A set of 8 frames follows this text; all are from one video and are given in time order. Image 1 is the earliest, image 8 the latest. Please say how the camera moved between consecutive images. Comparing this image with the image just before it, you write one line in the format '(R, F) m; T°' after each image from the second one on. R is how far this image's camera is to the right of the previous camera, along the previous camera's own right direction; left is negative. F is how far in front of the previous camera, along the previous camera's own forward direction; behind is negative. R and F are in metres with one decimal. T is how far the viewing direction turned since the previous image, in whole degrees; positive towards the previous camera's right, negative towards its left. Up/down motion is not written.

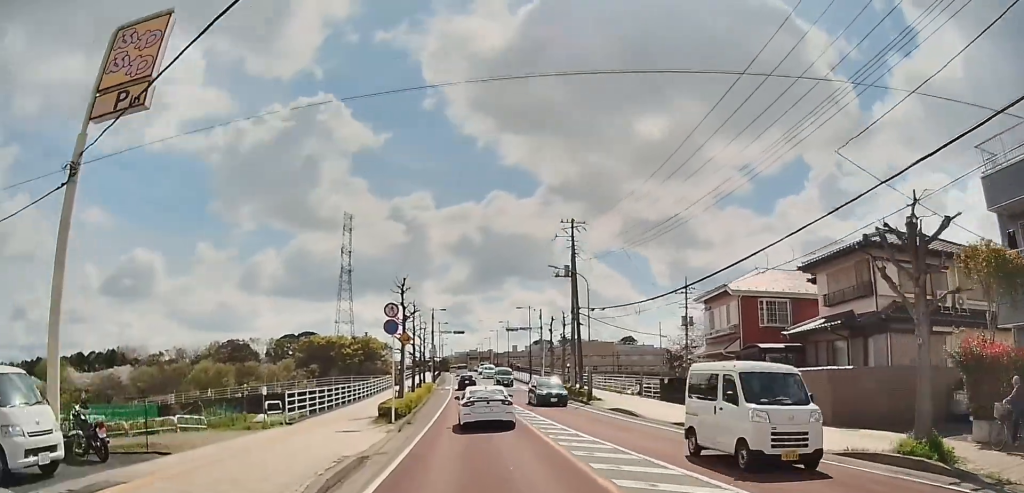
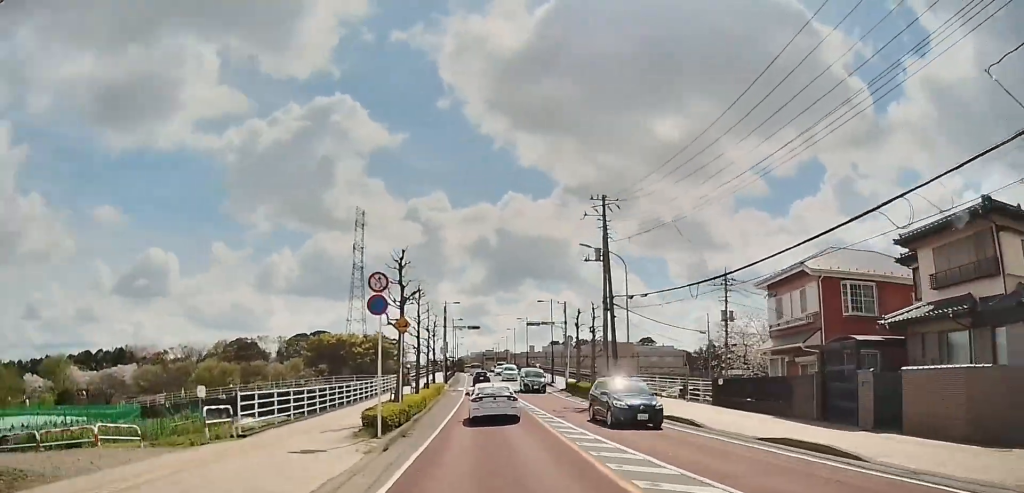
(0.0, +3.4) m; 0°
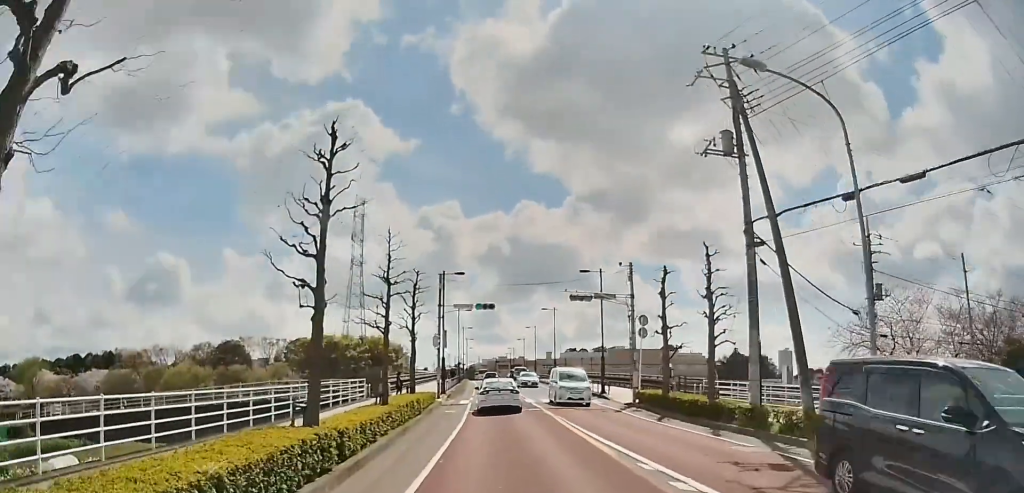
(+0.1, +11.9) m; +2°
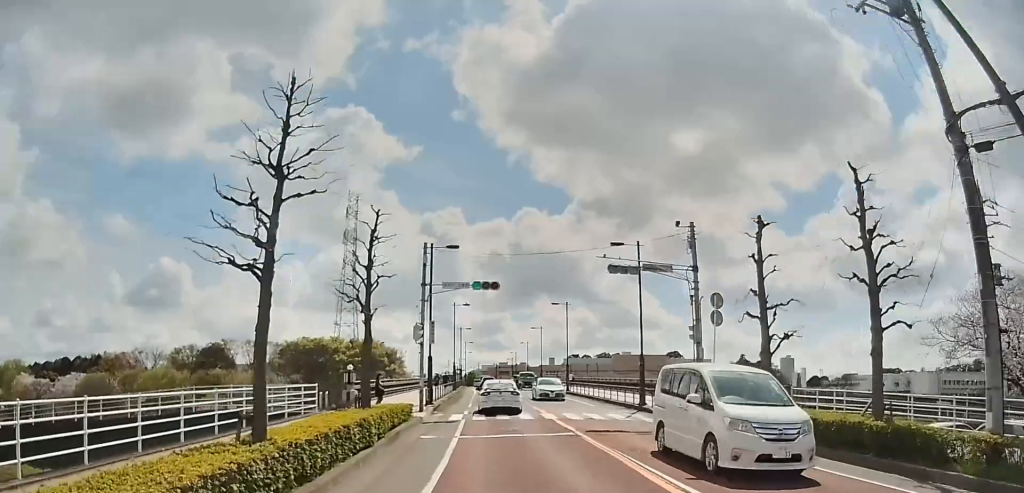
(+0.2, +6.2) m; +2°
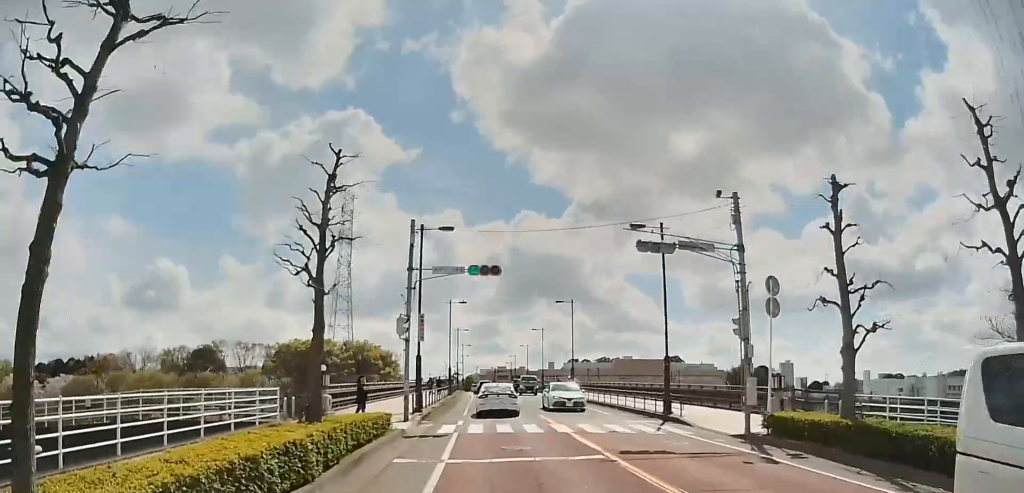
(0.0, +2.8) m; 0°
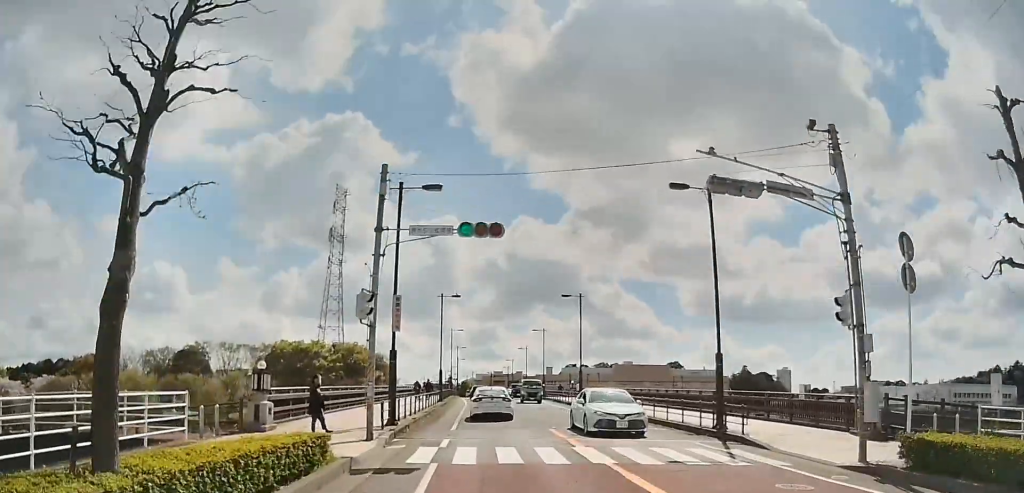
(0.0, +4.1) m; 0°
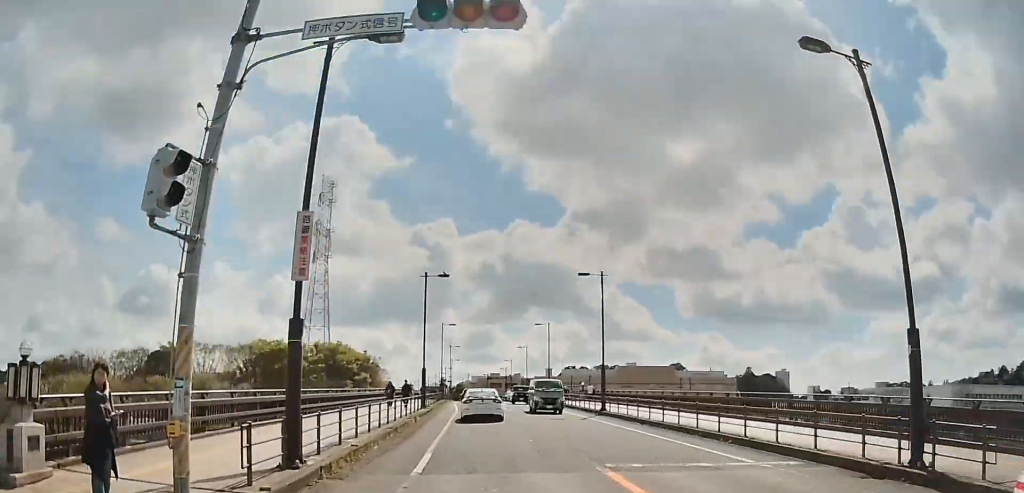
(0.0, +6.2) m; 0°
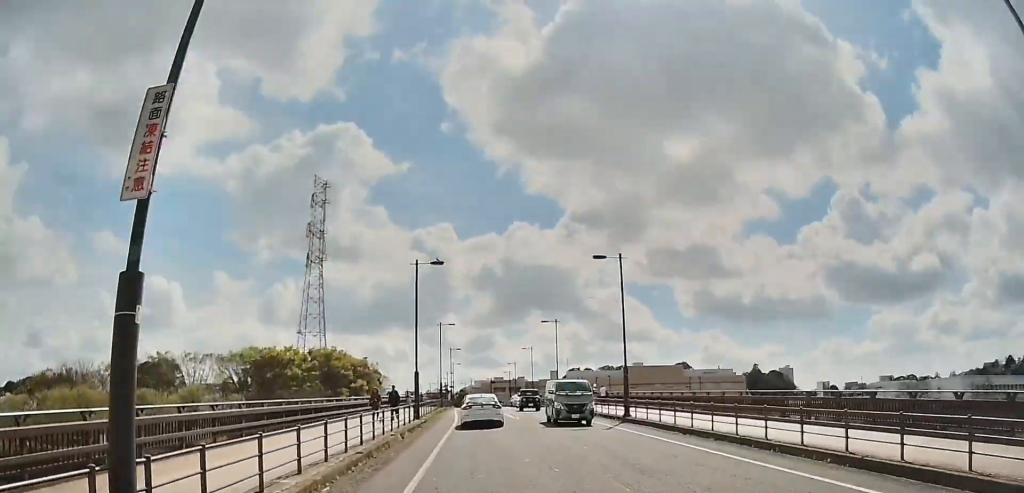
(0.0, +3.1) m; 0°
